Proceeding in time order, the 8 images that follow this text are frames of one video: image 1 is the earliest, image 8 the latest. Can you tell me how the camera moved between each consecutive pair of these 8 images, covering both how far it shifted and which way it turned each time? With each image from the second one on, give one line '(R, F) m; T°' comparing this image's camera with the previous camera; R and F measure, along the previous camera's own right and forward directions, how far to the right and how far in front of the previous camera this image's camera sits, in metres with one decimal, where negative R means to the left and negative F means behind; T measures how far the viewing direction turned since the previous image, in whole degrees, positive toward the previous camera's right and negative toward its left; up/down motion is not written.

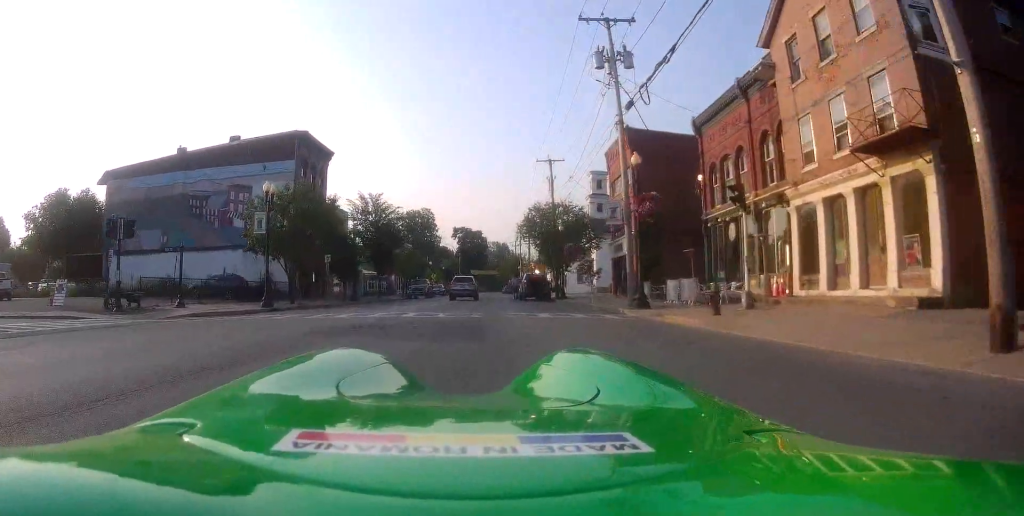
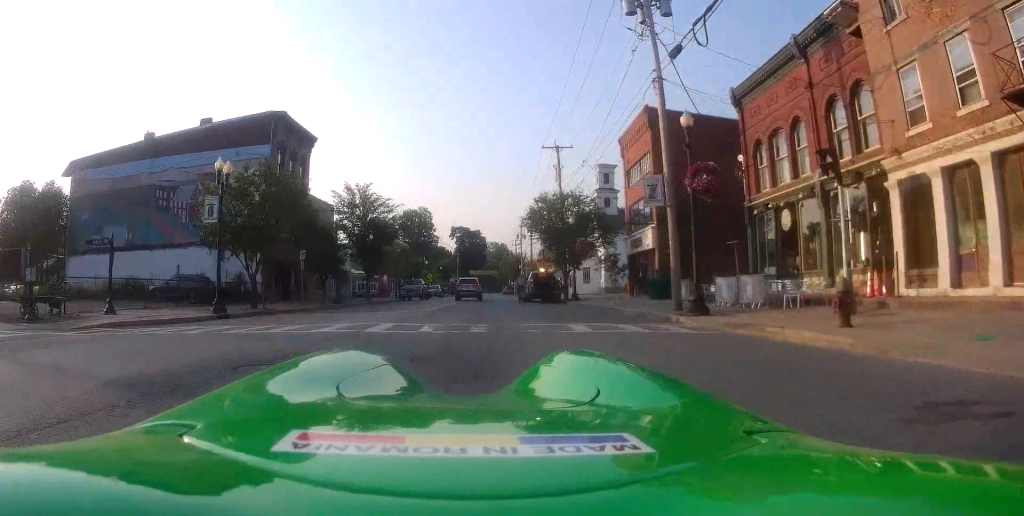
(0.0, +5.2) m; +1°
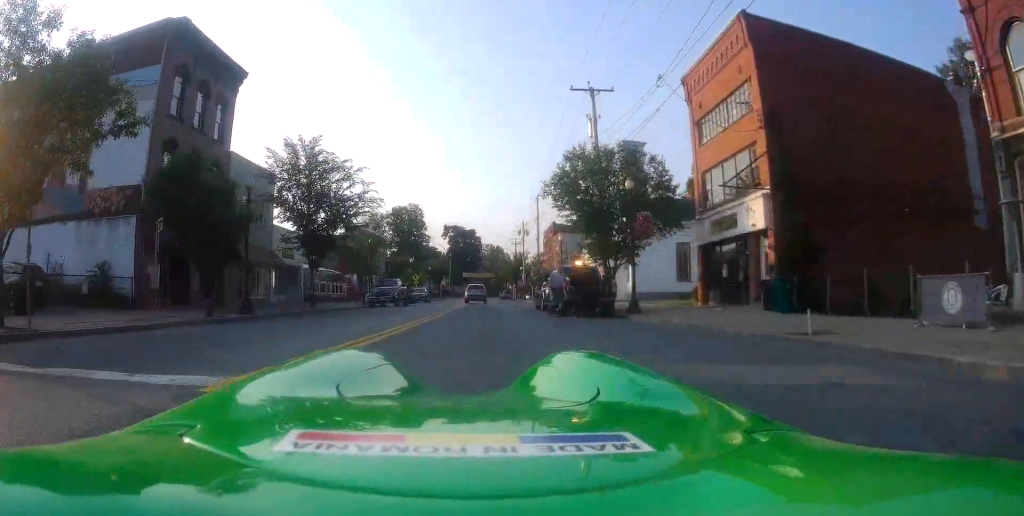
(-0.4, +14.4) m; -4°
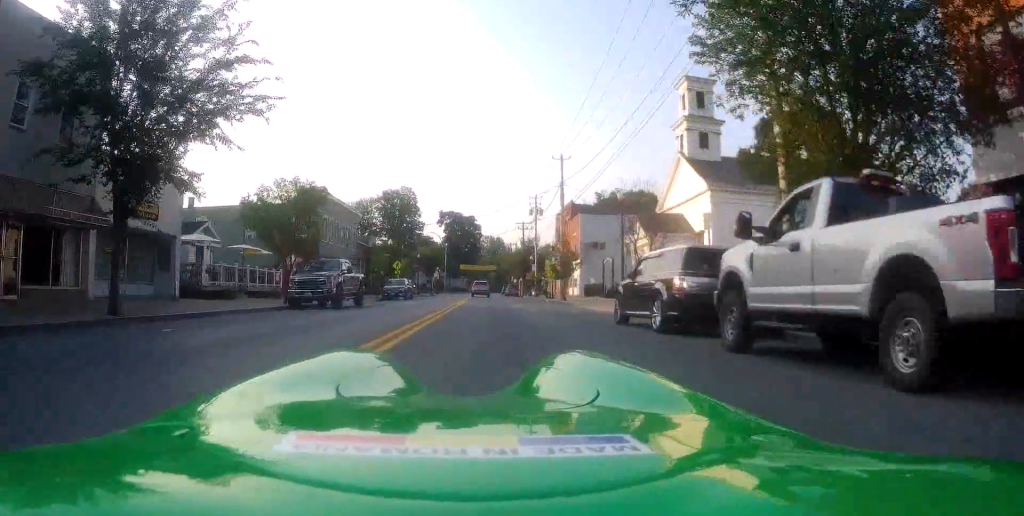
(+0.5, +18.3) m; +4°
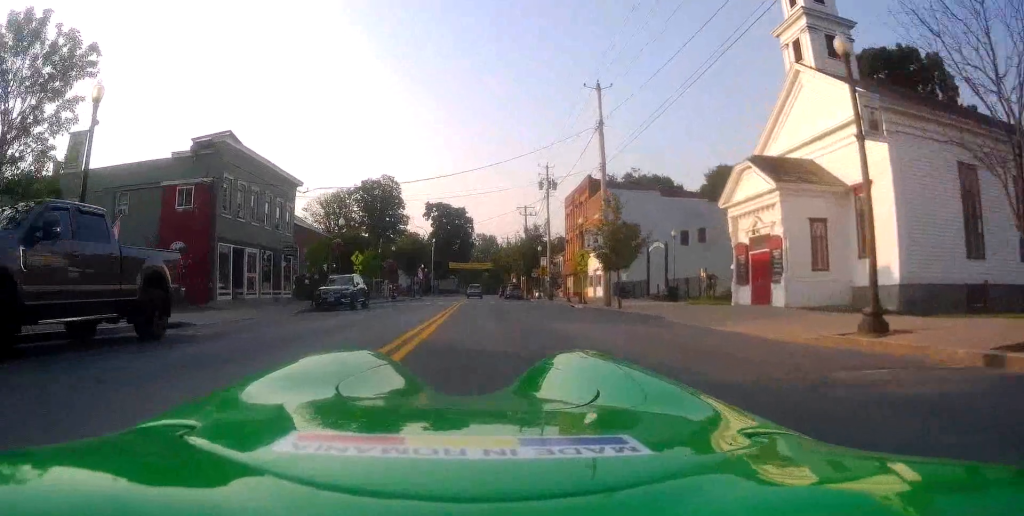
(+0.1, +18.0) m; 0°
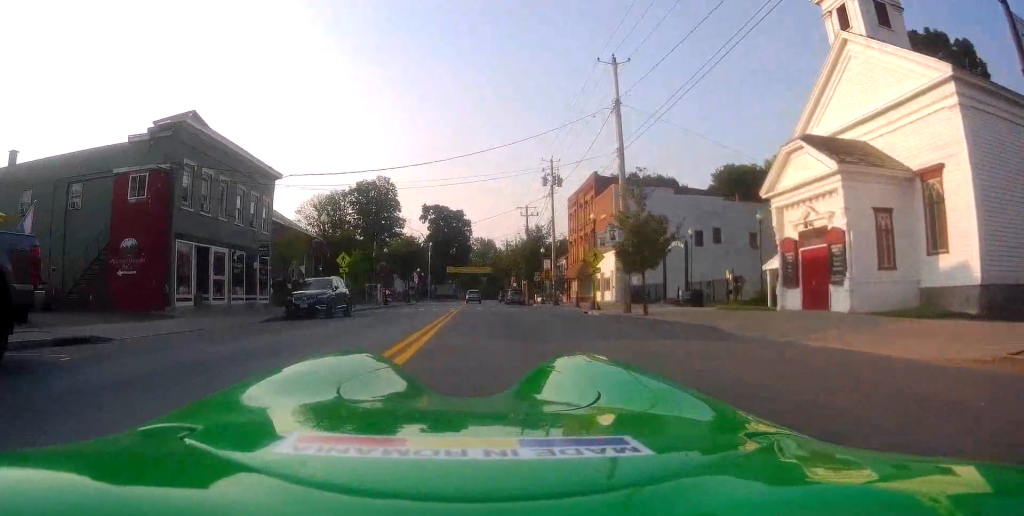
(-0.1, +4.4) m; -1°
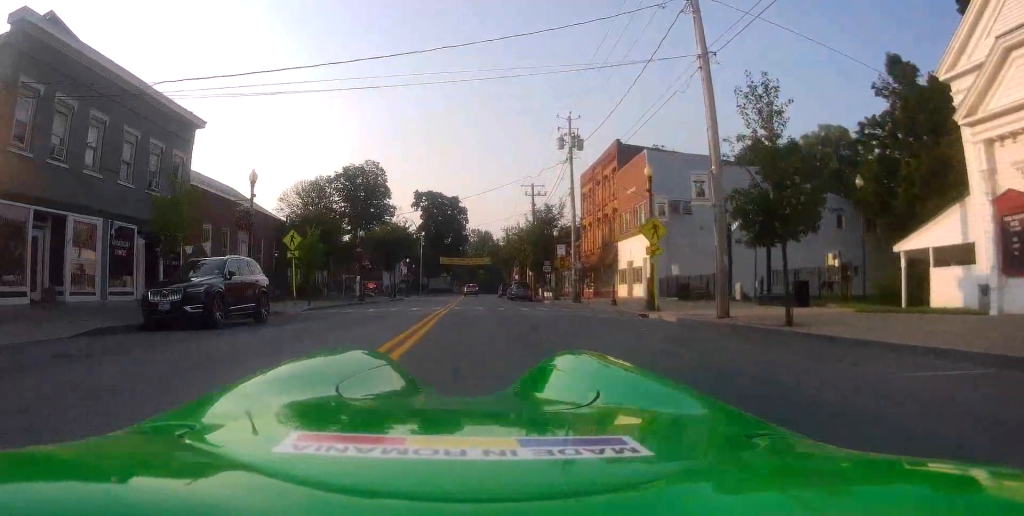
(-0.1, +10.8) m; +2°
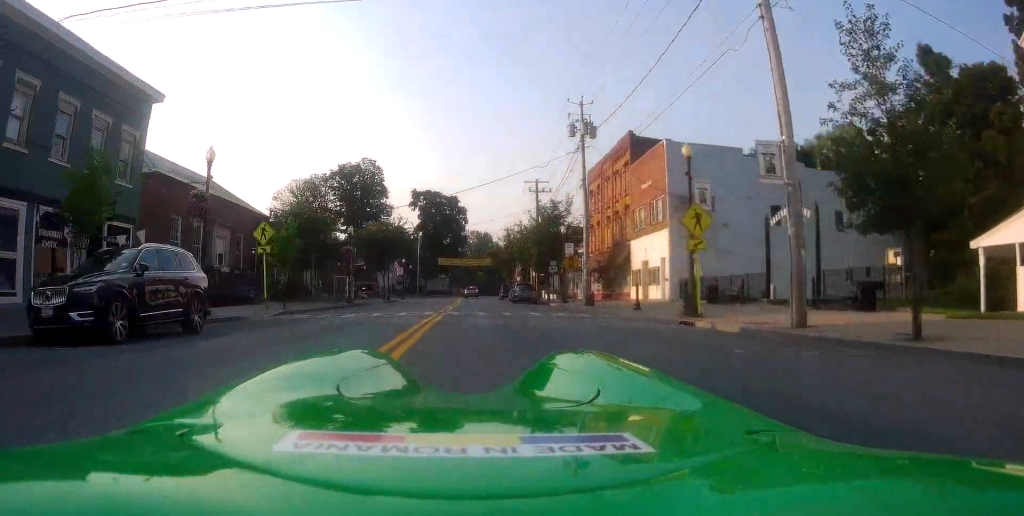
(0.0, +4.0) m; +1°
